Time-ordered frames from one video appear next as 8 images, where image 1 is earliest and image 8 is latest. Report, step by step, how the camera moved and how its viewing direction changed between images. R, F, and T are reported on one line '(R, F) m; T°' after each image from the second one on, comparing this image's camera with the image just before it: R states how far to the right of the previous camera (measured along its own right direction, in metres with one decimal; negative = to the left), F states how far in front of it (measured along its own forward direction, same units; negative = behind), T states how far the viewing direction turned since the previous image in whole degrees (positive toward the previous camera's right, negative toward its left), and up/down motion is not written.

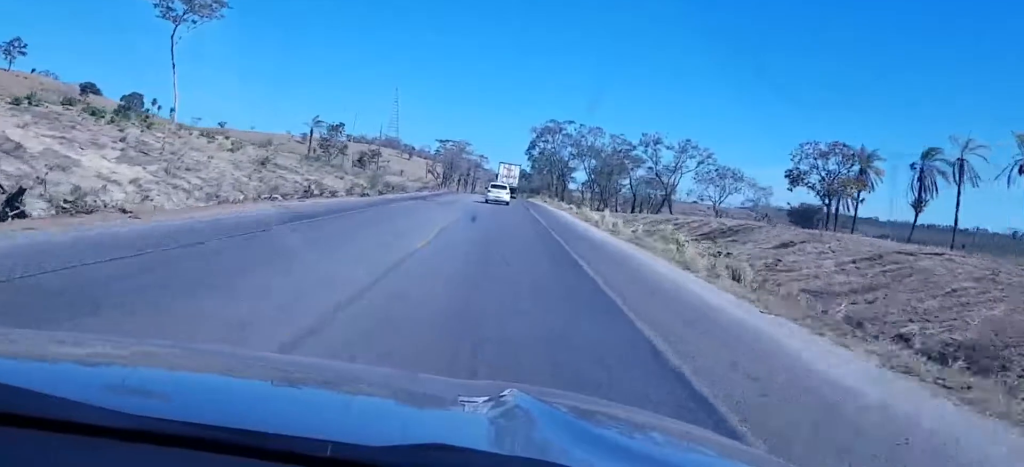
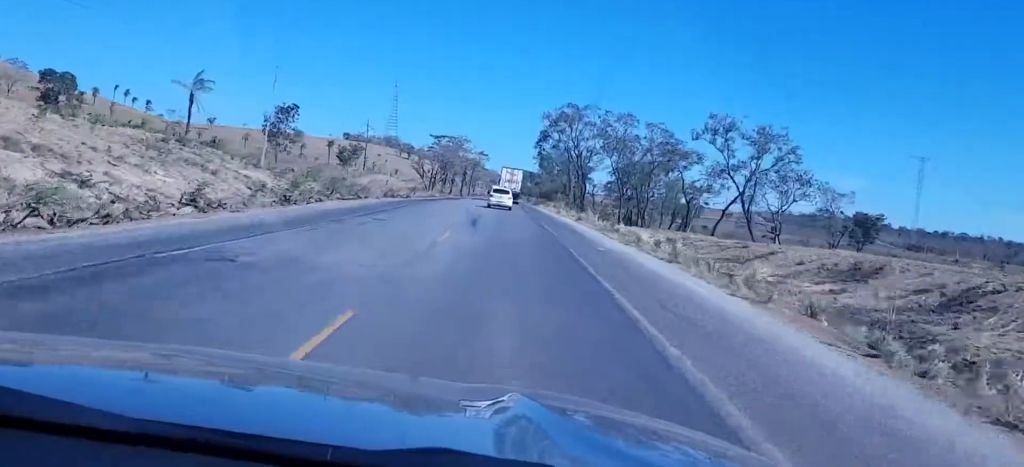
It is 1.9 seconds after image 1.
(+2.3, +45.8) m; +3°
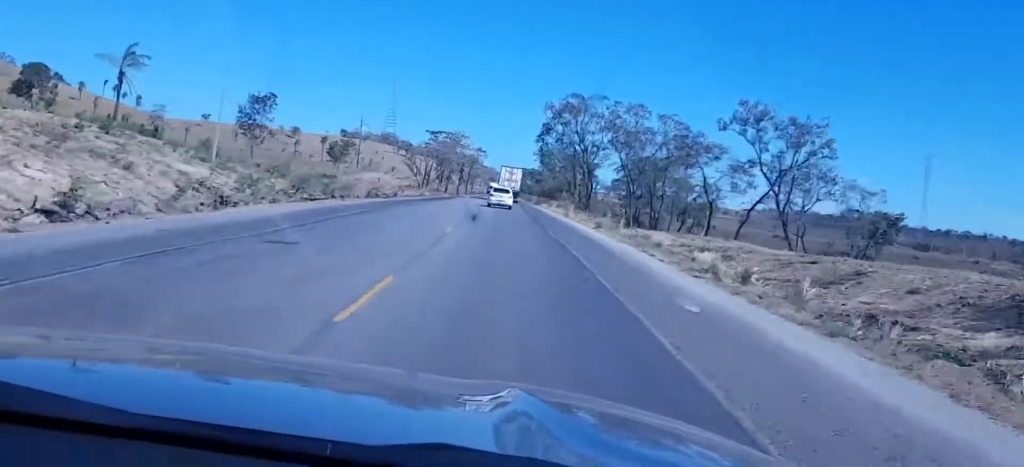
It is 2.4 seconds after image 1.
(-0.4, +12.6) m; -1°
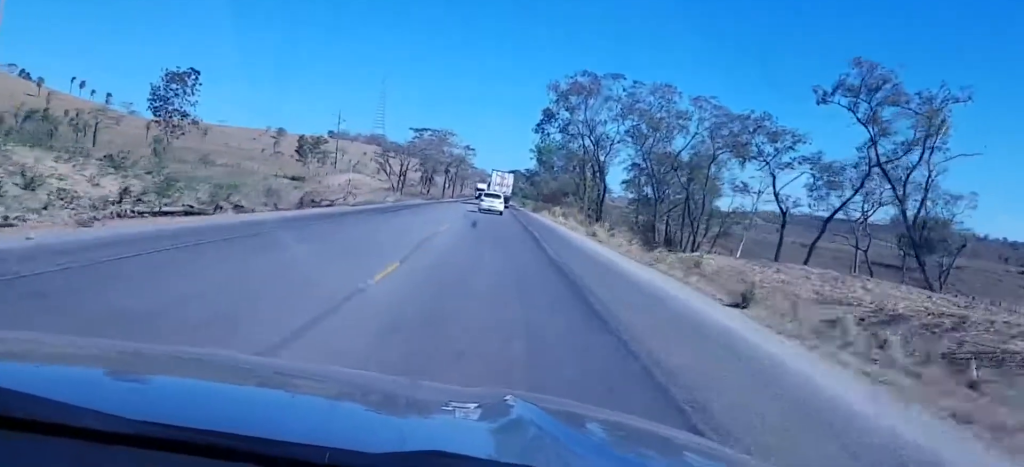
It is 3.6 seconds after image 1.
(-0.4, +29.3) m; 0°
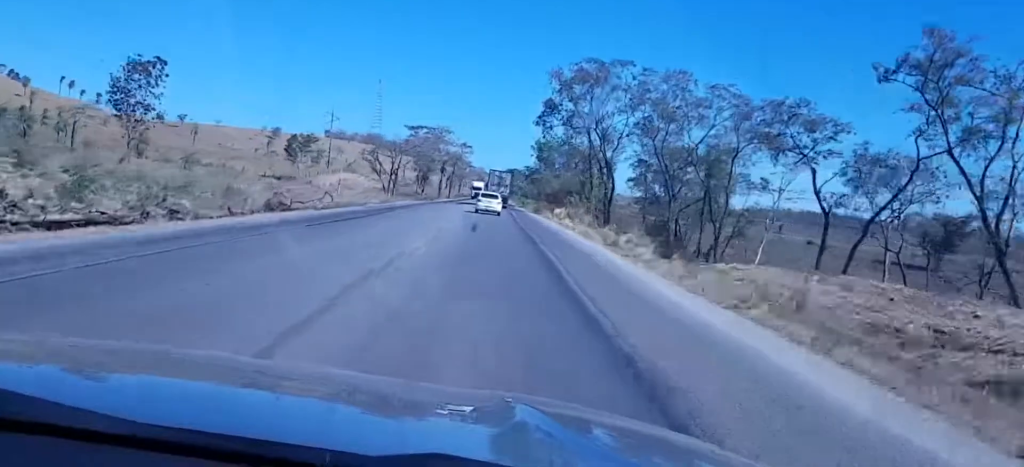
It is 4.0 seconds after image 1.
(0.0, +9.8) m; 0°
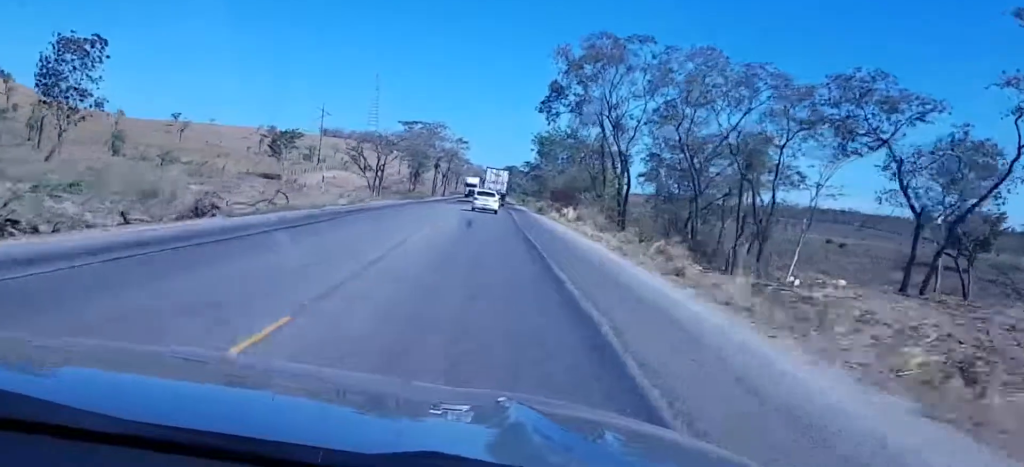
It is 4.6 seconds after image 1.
(+0.3, +13.8) m; 0°
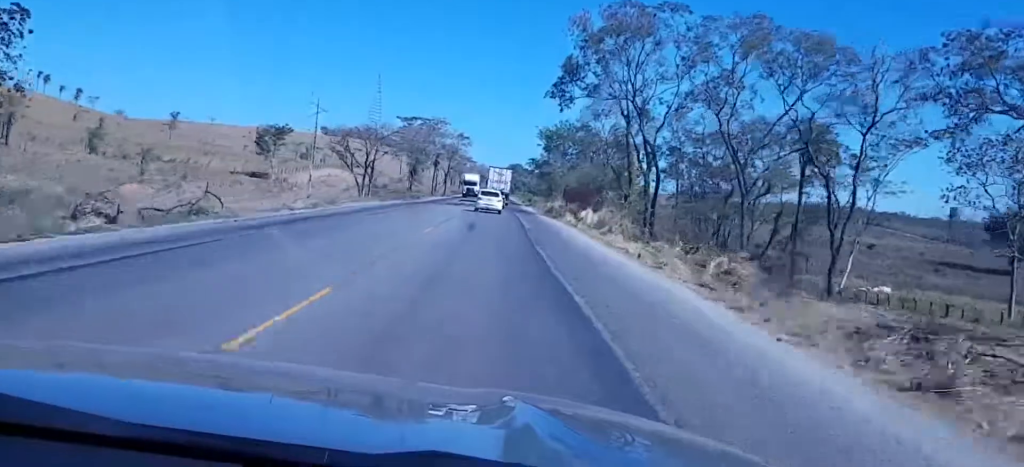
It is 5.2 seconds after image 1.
(0.0, +13.8) m; 0°
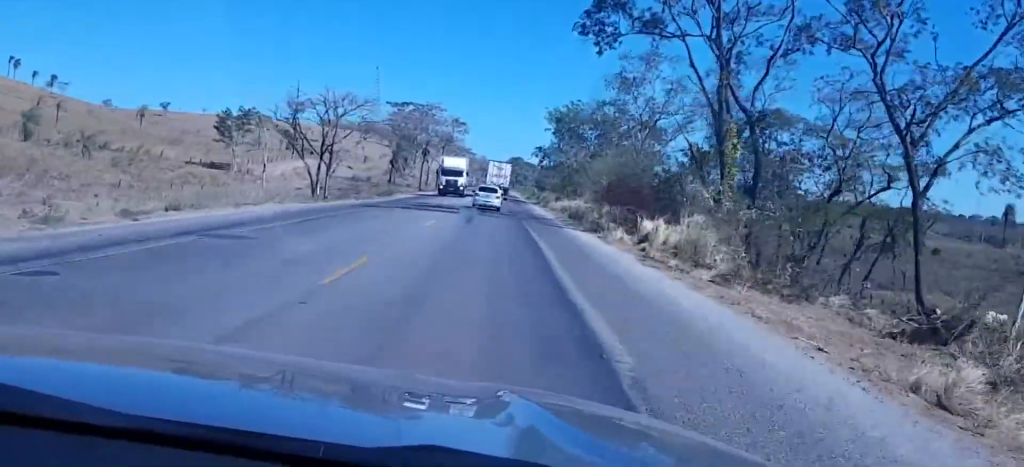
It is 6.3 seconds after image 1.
(-0.4, +28.8) m; -1°
